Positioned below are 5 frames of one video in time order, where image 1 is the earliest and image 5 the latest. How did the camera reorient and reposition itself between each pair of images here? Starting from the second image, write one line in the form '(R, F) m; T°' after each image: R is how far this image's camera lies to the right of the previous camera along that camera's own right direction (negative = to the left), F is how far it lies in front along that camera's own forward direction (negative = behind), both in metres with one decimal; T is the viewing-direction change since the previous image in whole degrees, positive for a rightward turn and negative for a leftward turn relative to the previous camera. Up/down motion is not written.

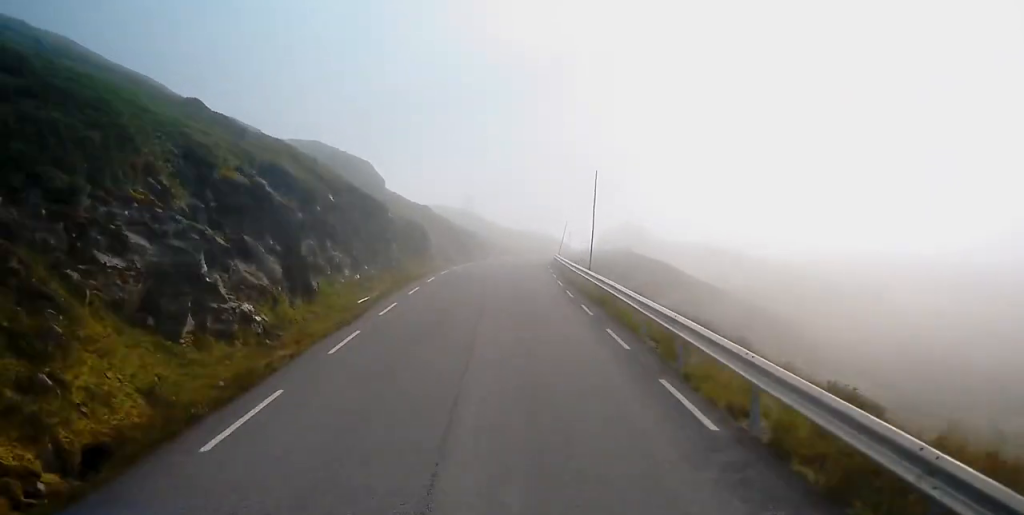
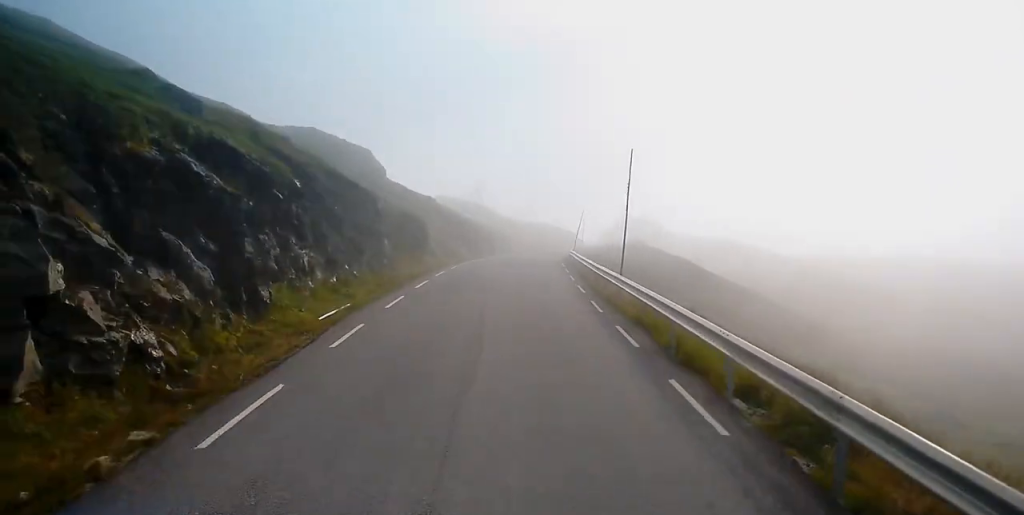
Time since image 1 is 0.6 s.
(0.0, +6.1) m; 0°
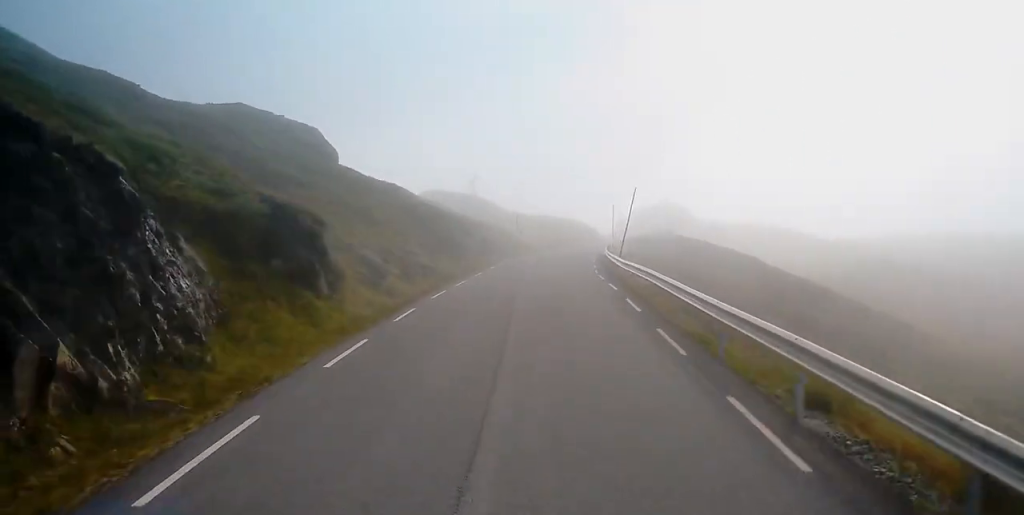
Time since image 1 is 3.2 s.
(-0.3, +25.3) m; -2°
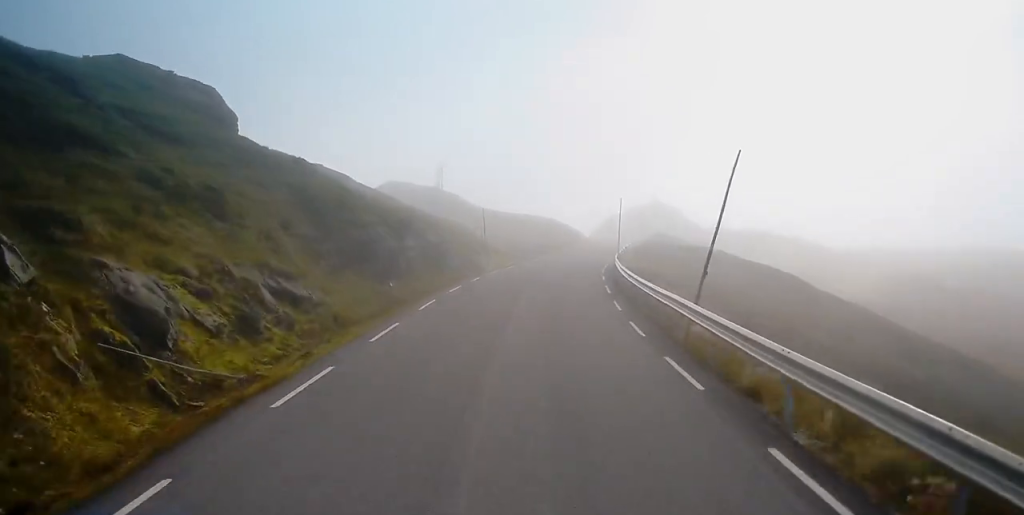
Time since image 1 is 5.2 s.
(+1.0, +19.7) m; +5°
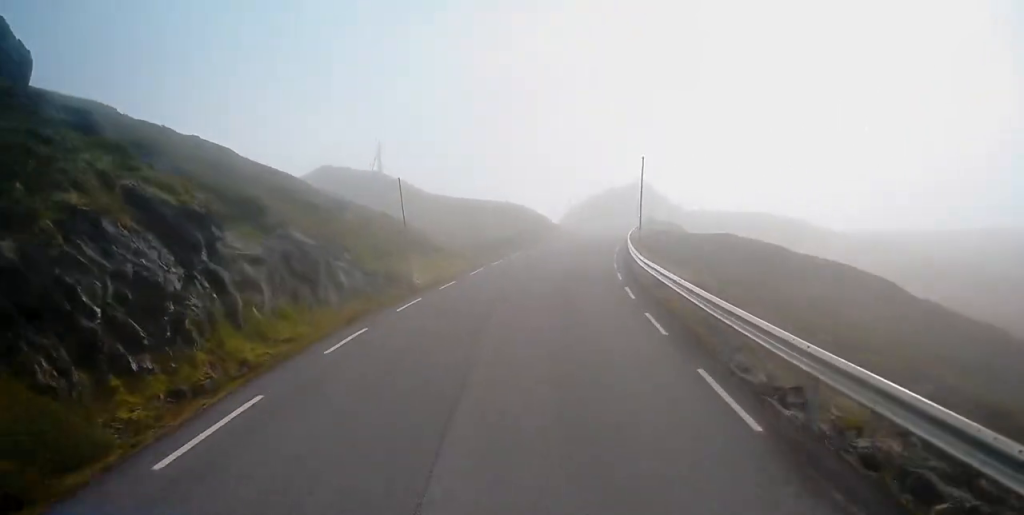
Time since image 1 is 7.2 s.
(+0.2, +20.8) m; +3°
